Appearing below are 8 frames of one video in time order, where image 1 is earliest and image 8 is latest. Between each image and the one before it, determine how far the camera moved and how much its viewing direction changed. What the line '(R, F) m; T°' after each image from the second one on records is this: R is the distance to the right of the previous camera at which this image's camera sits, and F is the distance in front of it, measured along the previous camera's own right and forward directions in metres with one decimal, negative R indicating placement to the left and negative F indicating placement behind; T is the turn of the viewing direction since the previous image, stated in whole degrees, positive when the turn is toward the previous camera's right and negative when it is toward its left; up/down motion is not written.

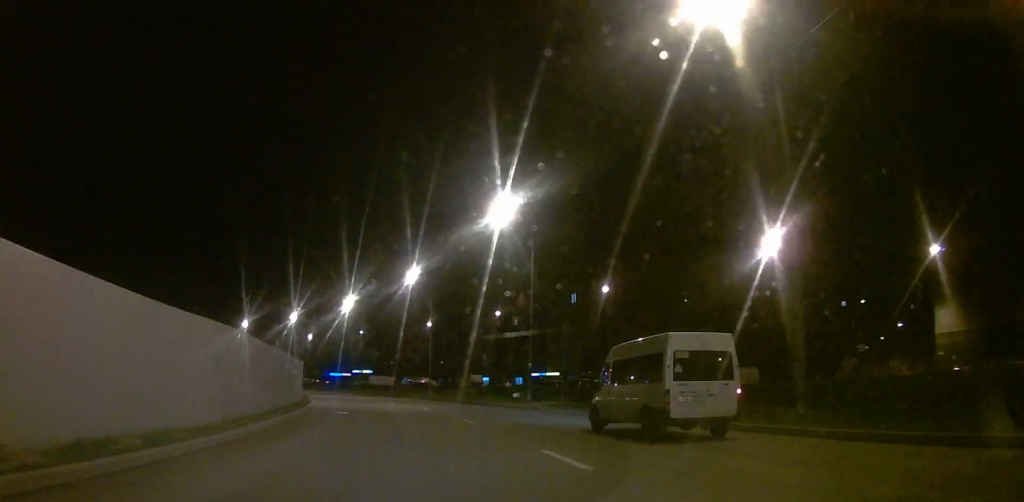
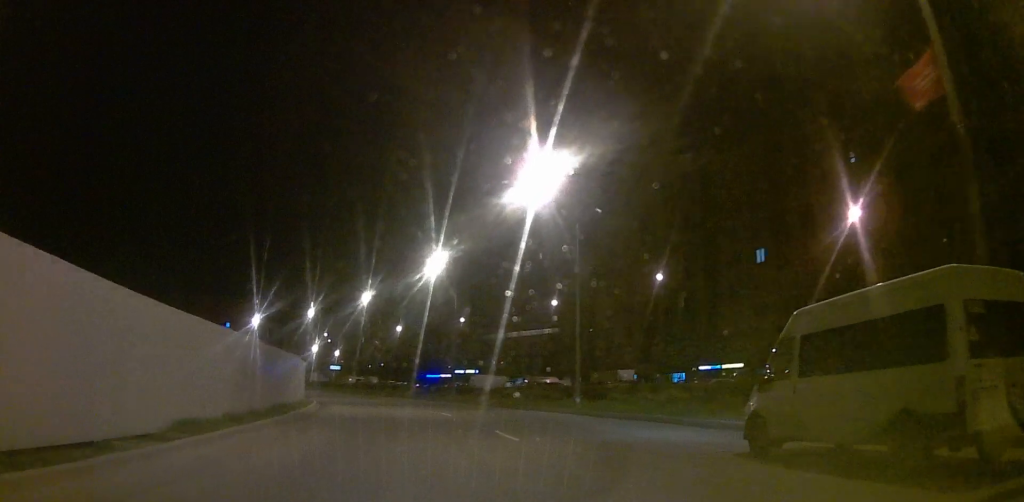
(-2.5, +33.8) m; -5°
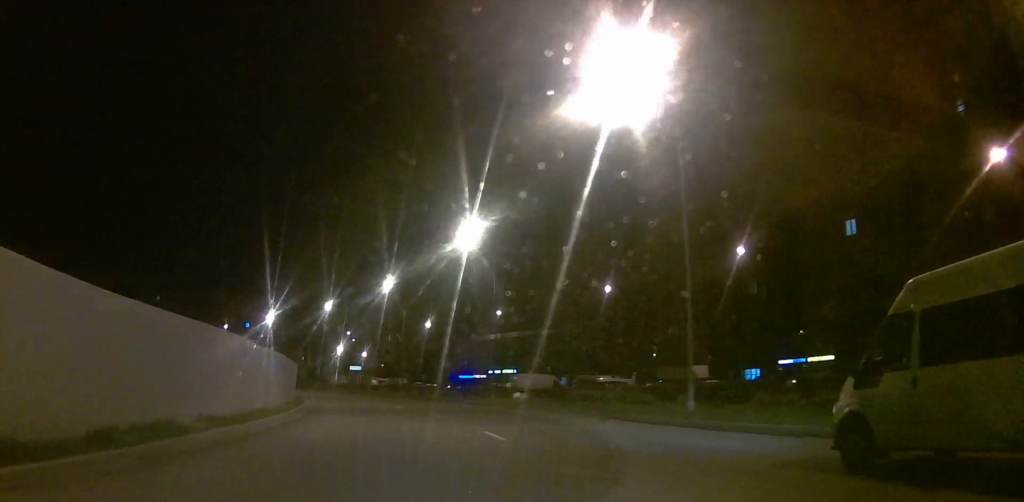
(0.0, +12.5) m; -2°
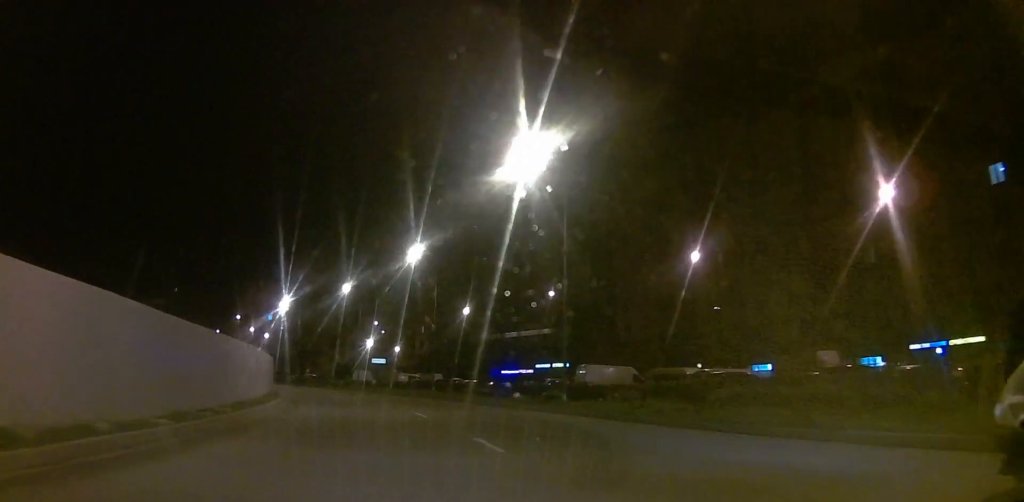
(-0.6, +14.7) m; -4°
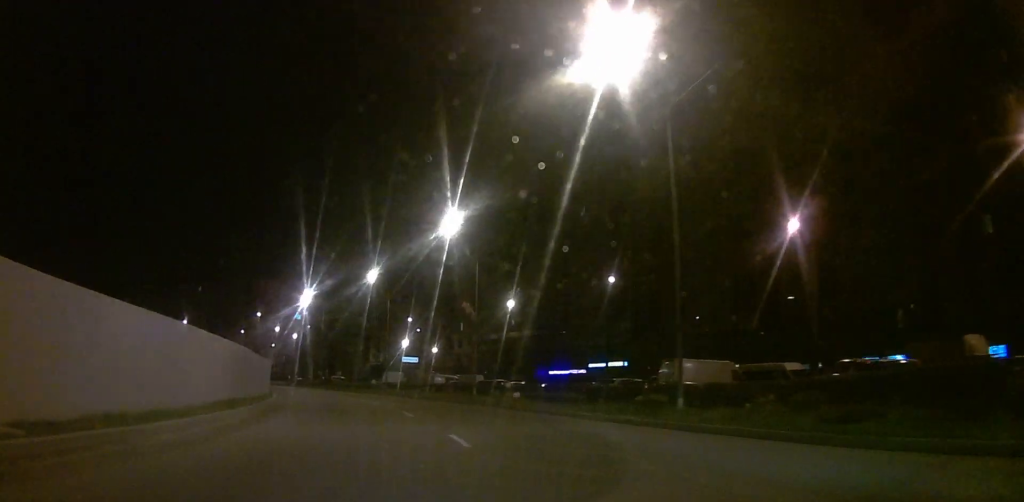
(-0.1, +9.4) m; -3°
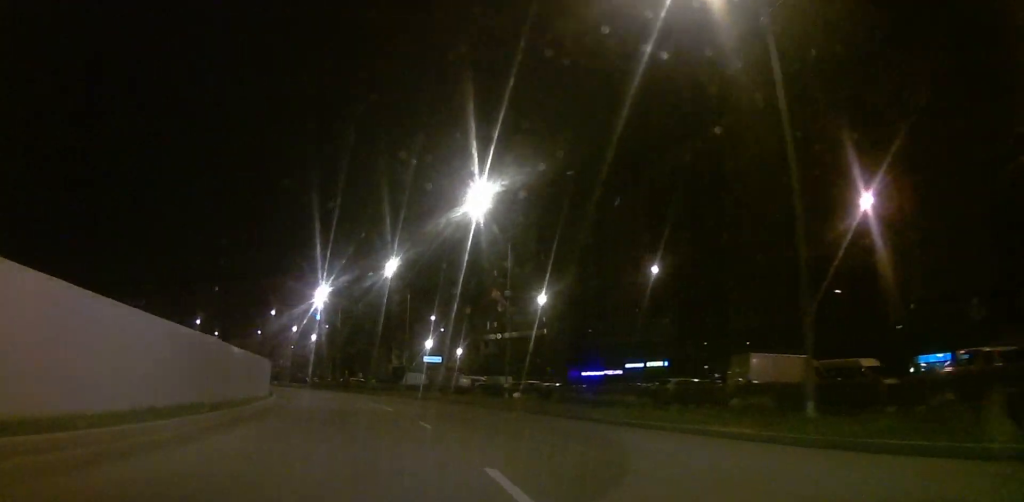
(+0.2, +5.2) m; -2°
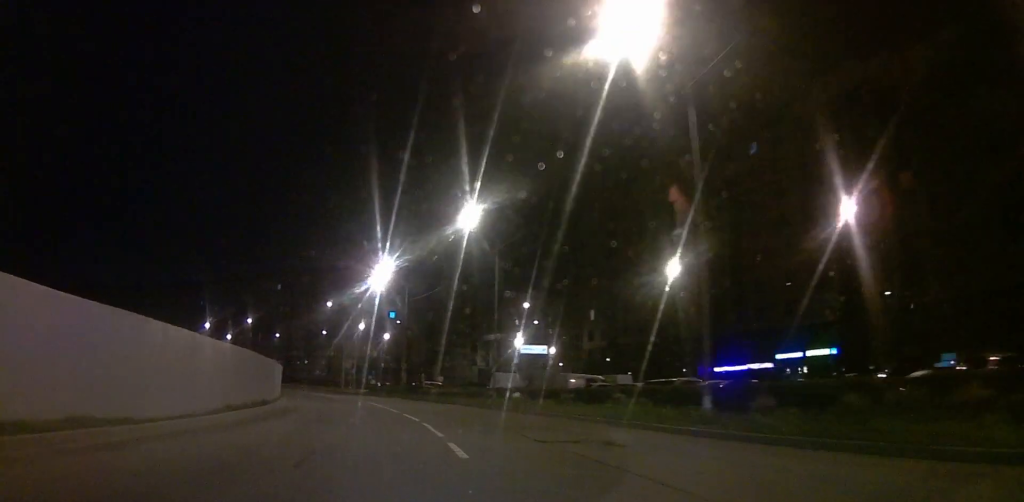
(-1.3, +14.4) m; -8°
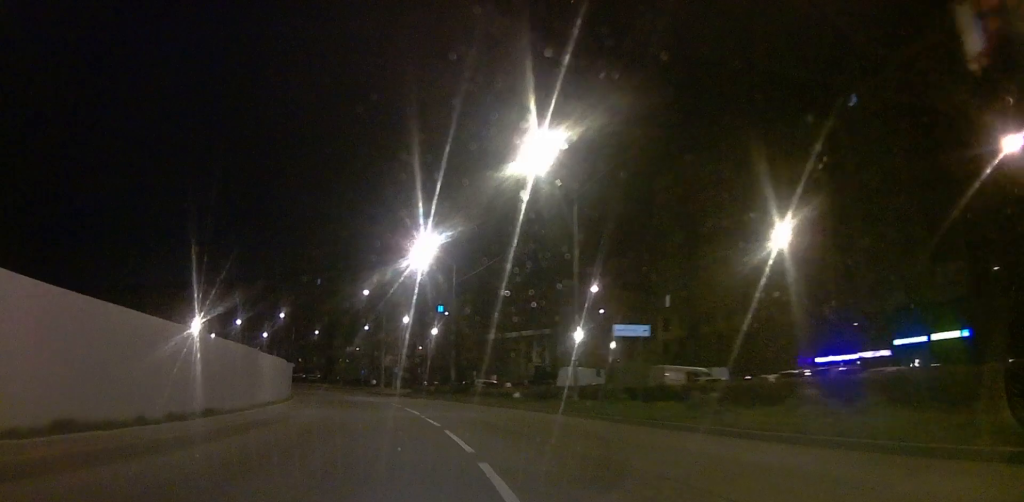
(-0.2, +9.9) m; -4°
